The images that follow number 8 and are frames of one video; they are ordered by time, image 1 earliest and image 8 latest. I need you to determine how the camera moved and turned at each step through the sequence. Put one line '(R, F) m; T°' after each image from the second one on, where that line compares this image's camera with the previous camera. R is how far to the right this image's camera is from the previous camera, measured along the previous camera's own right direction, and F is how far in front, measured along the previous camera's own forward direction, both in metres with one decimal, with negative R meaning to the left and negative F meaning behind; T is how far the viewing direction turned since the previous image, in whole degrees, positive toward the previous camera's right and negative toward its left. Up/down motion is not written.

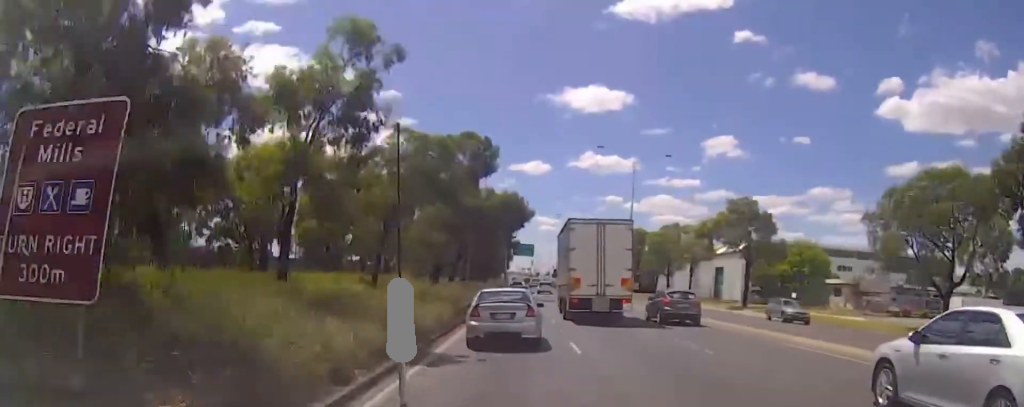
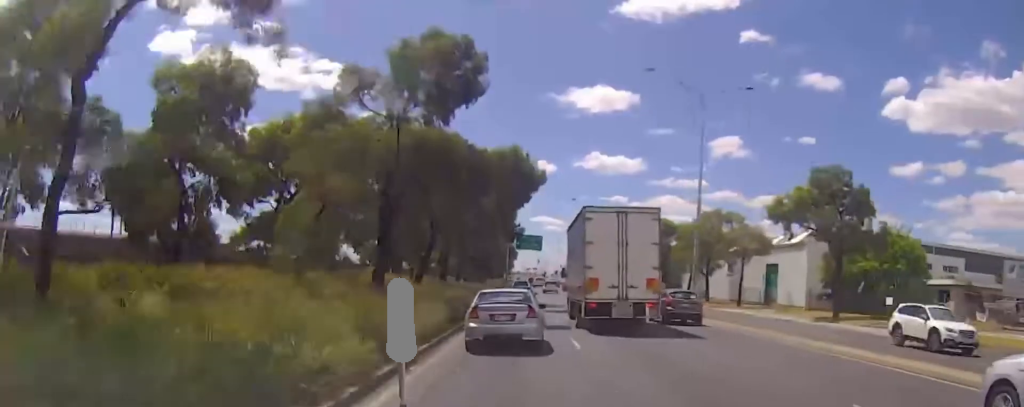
(0.0, +21.5) m; +2°
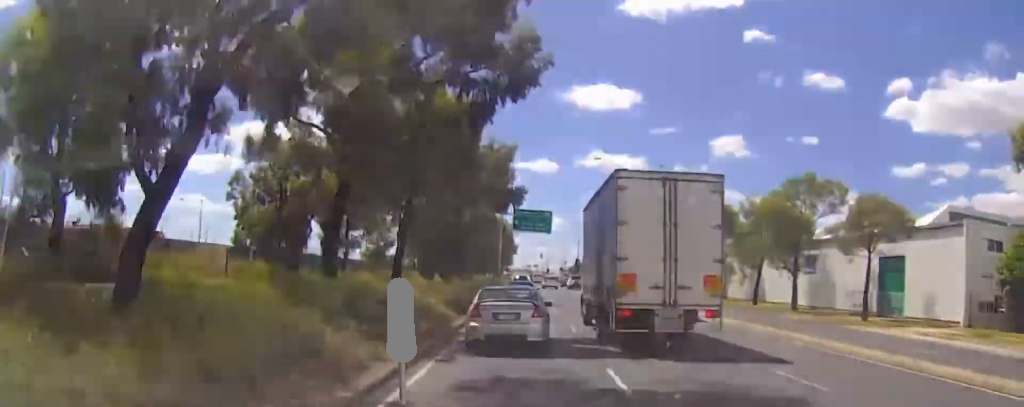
(+1.4, +31.0) m; +1°
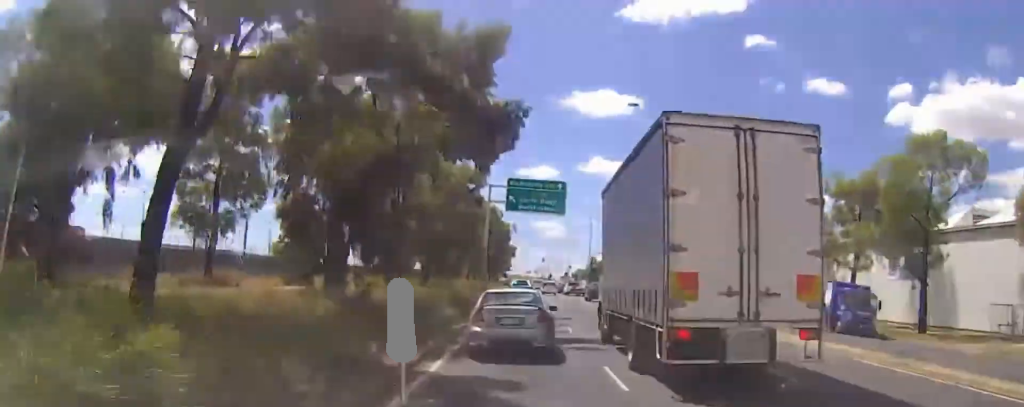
(-1.2, +22.3) m; -3°
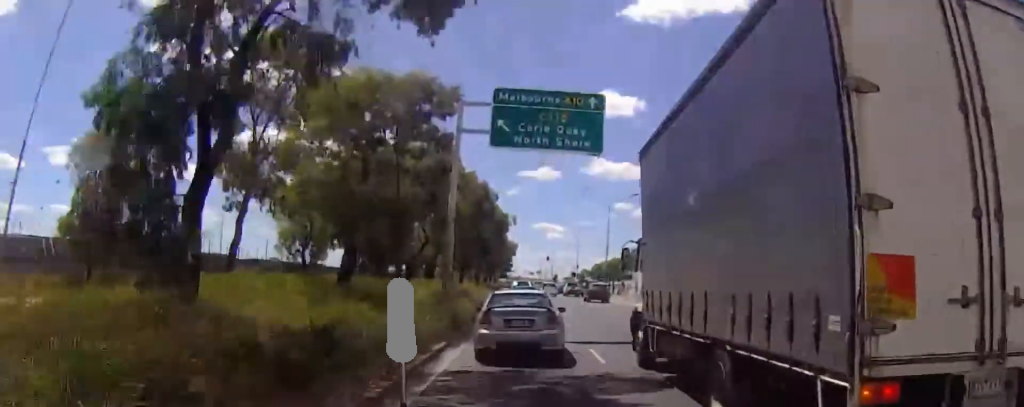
(0.0, +20.8) m; 0°
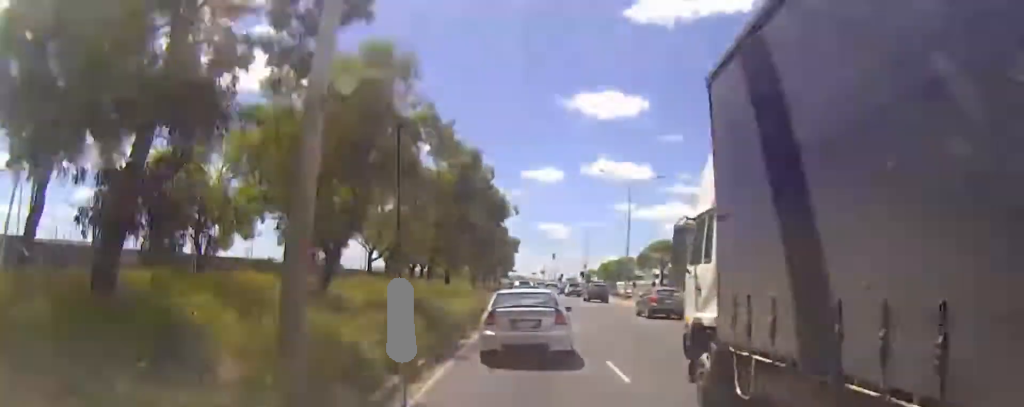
(0.0, +14.3) m; 0°
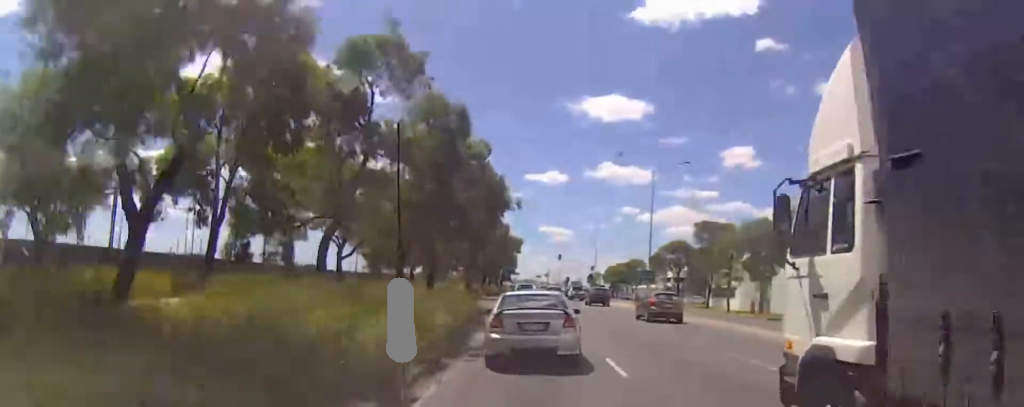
(0.0, +10.5) m; 0°
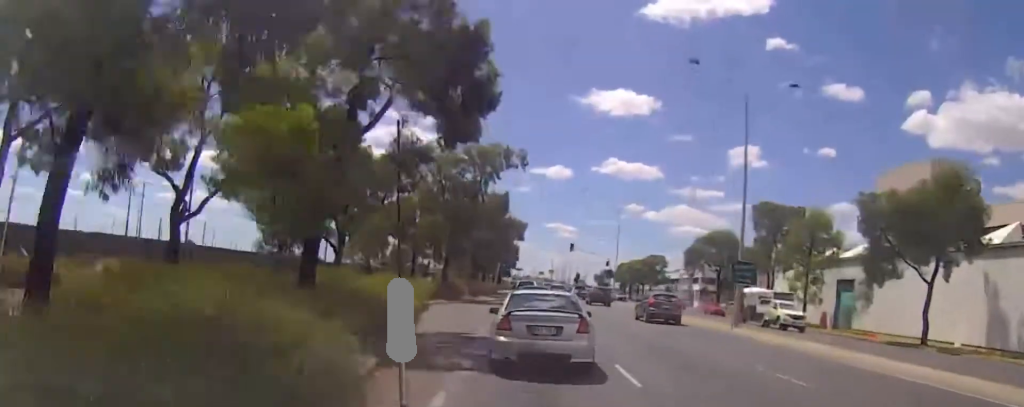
(0.0, +23.6) m; 0°
